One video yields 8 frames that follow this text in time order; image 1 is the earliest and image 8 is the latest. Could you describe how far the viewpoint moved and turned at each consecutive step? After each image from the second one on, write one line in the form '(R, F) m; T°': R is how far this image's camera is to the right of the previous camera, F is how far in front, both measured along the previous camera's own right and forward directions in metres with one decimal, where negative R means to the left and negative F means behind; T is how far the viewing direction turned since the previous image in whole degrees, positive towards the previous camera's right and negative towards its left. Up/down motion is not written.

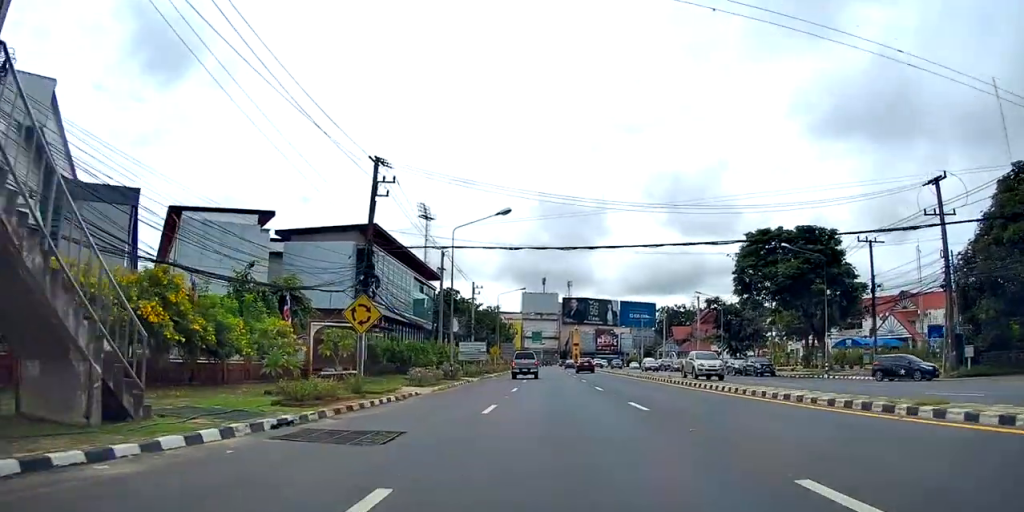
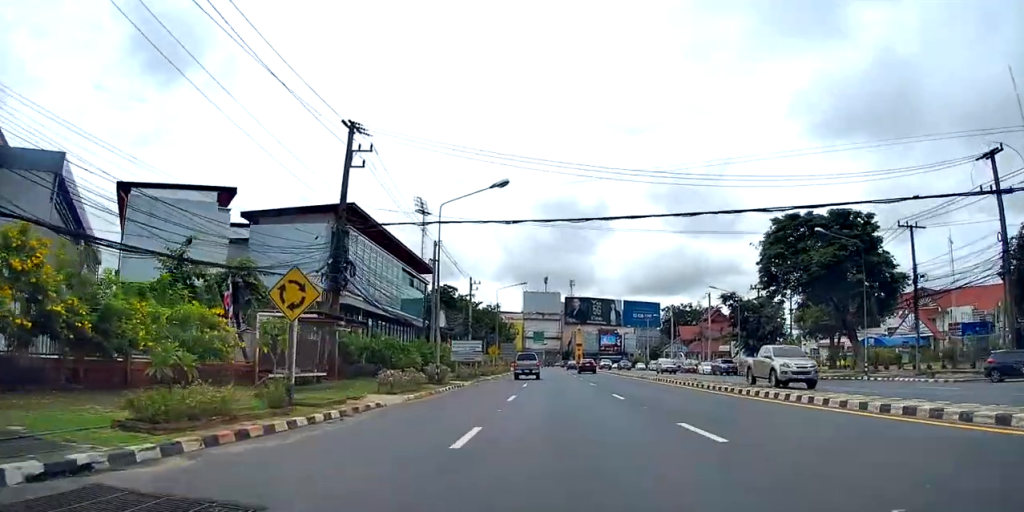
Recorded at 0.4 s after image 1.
(-0.1, +5.7) m; 0°
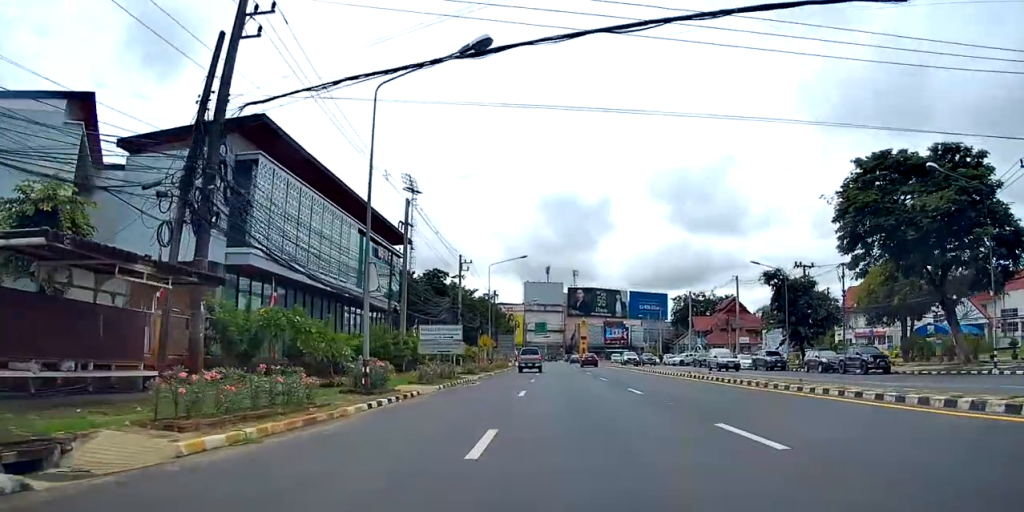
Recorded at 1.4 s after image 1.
(-0.1, +12.9) m; -1°
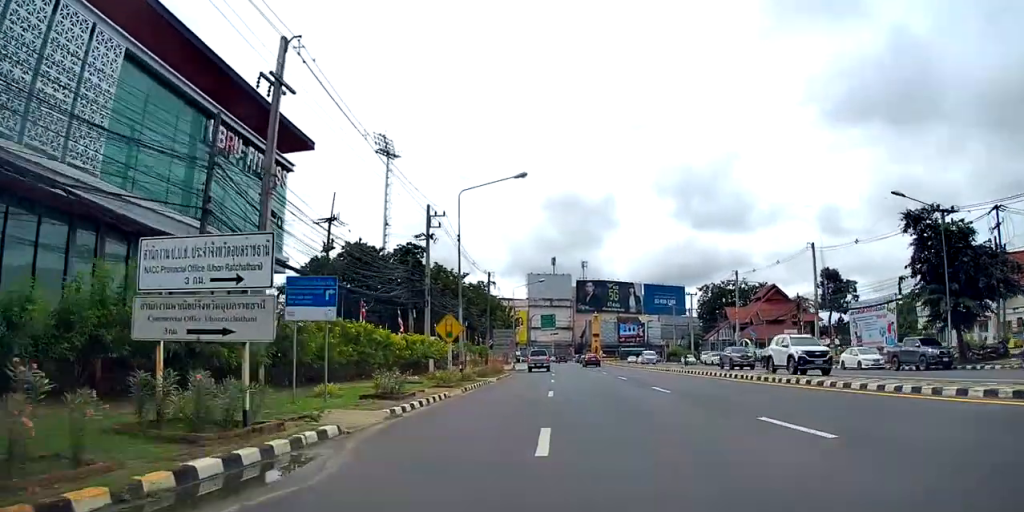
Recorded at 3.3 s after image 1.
(-0.4, +22.9) m; 0°
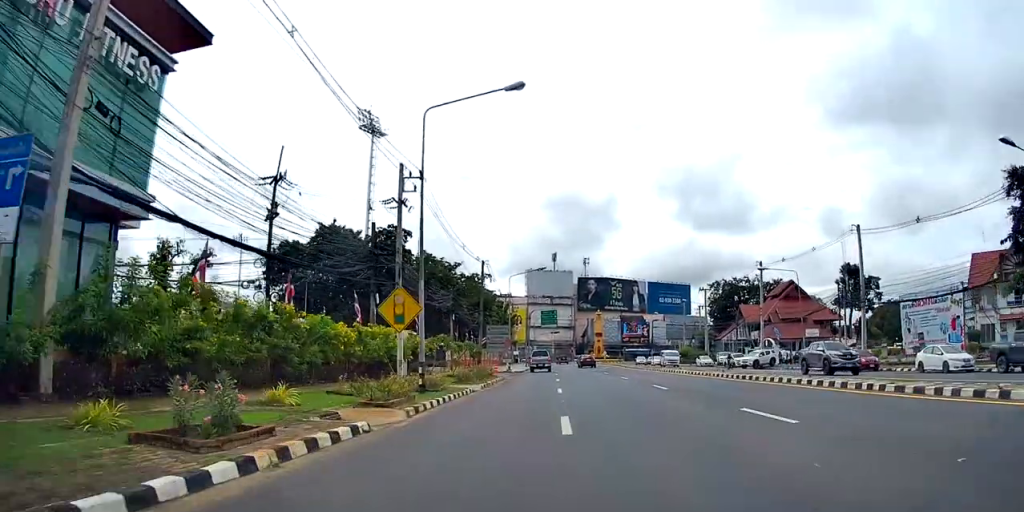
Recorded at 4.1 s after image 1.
(+0.2, +8.9) m; +2°
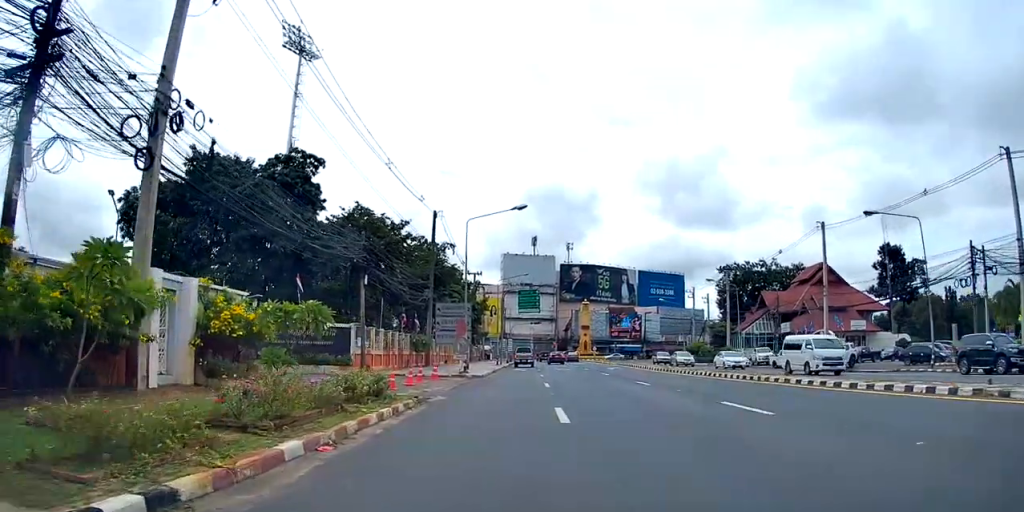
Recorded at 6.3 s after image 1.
(-0.8, +21.0) m; -6°
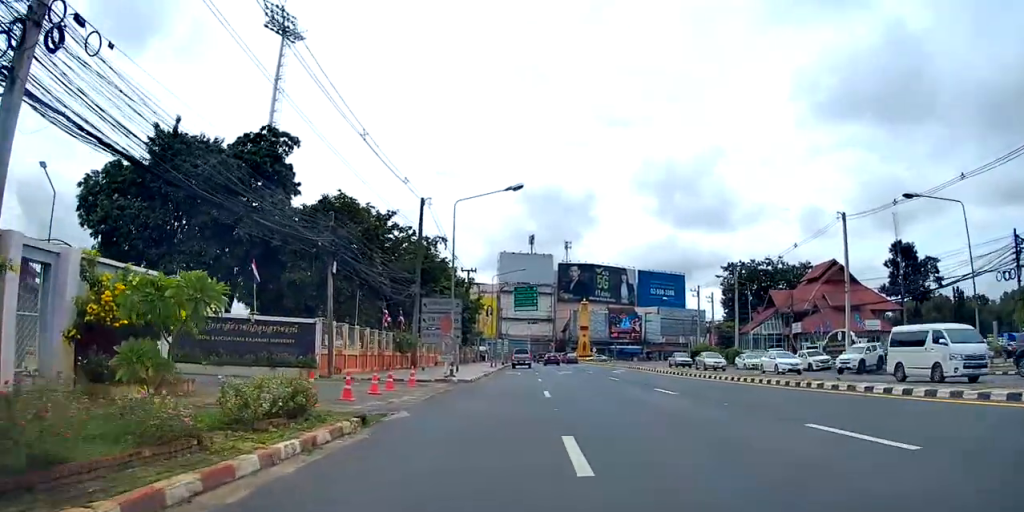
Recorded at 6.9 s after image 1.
(0.0, +4.7) m; 0°
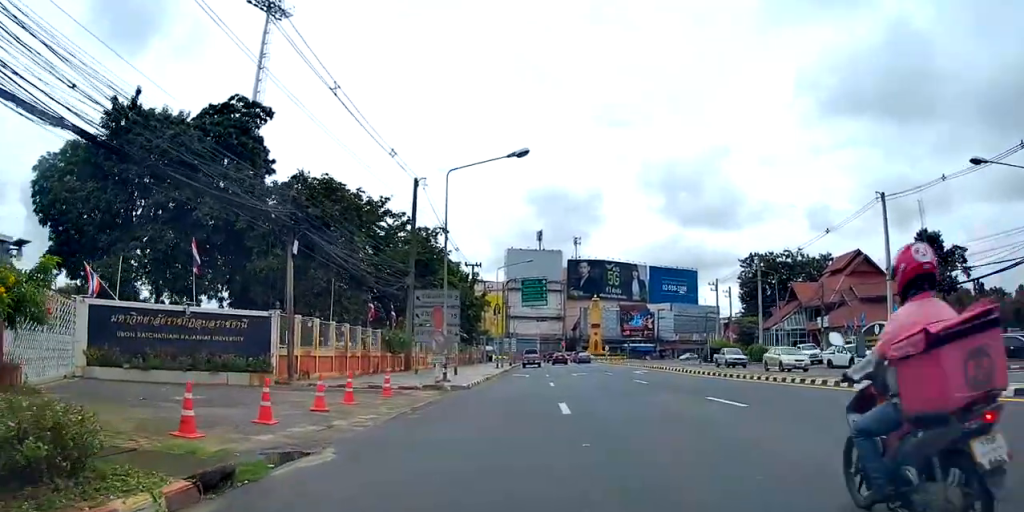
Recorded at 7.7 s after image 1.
(0.0, +4.9) m; +4°
